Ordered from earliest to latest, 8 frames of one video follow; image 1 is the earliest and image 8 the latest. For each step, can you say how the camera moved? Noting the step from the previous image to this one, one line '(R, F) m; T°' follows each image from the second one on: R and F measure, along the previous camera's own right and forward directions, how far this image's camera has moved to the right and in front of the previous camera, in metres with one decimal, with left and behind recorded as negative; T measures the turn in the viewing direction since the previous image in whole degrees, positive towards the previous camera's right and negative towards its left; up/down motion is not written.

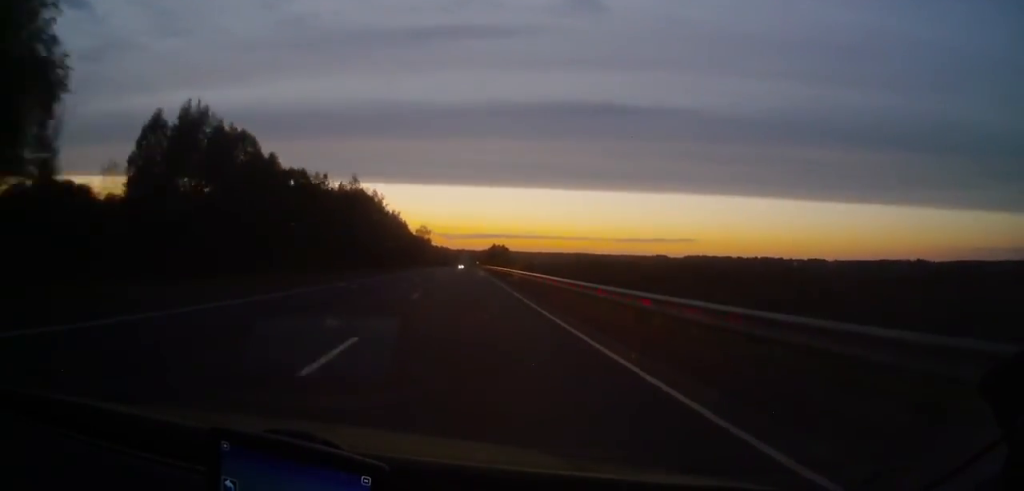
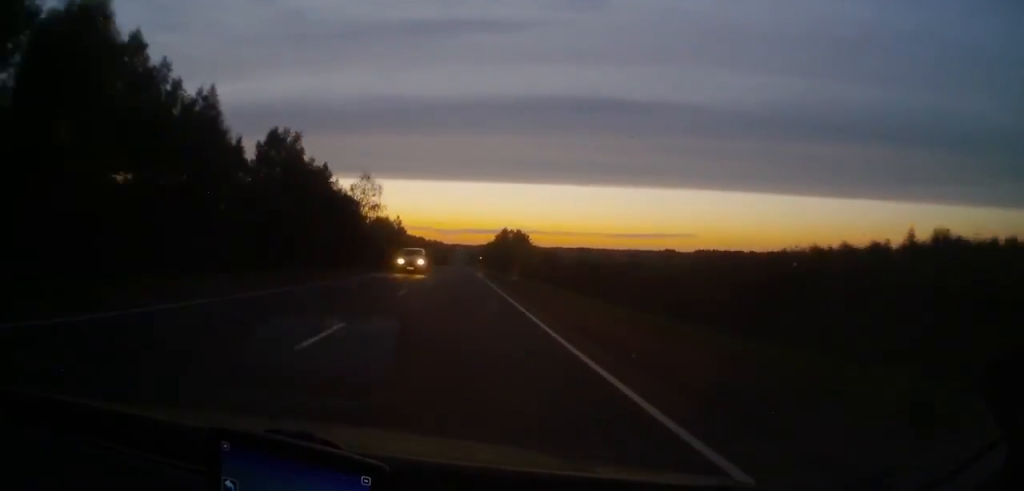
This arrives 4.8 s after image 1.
(+0.6, +140.5) m; 0°
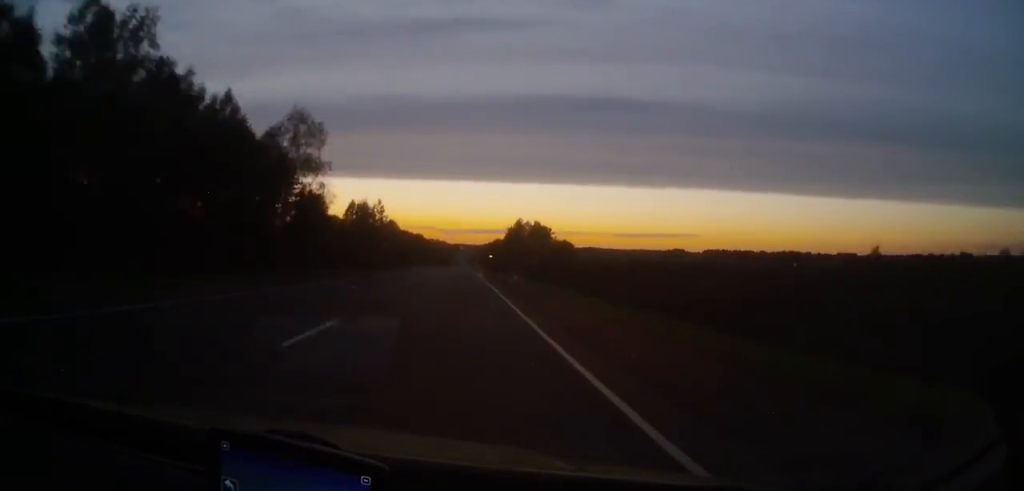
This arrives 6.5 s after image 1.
(-0.1, +49.7) m; 0°
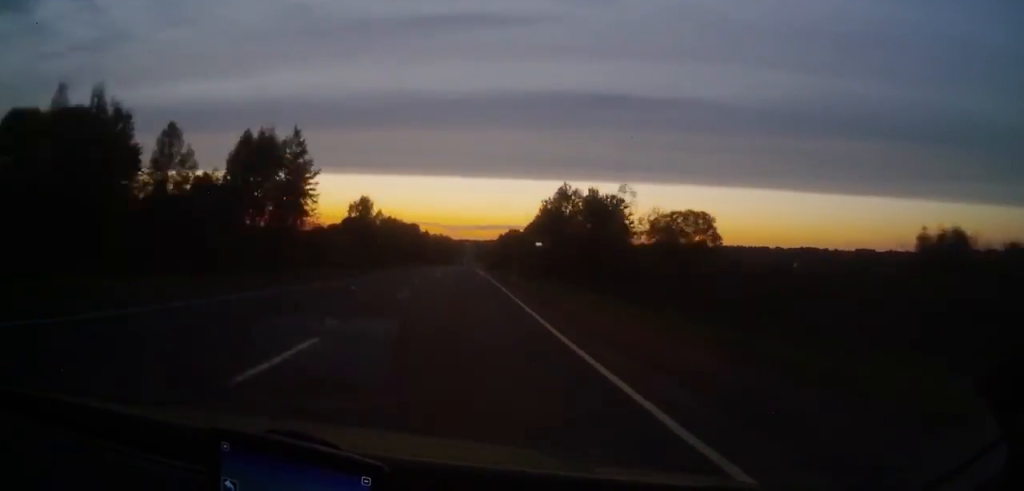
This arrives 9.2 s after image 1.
(-0.1, +76.2) m; 0°
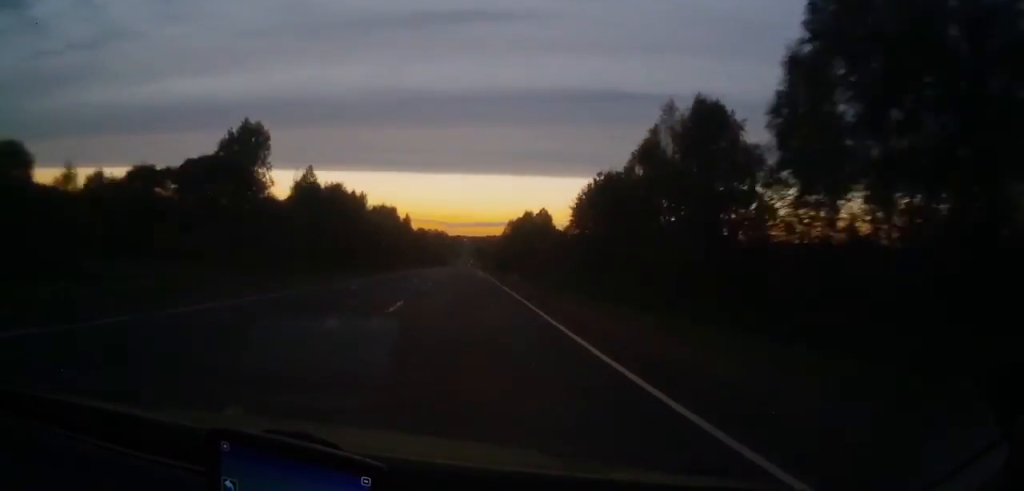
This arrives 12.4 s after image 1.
(-0.3, +90.3) m; 0°
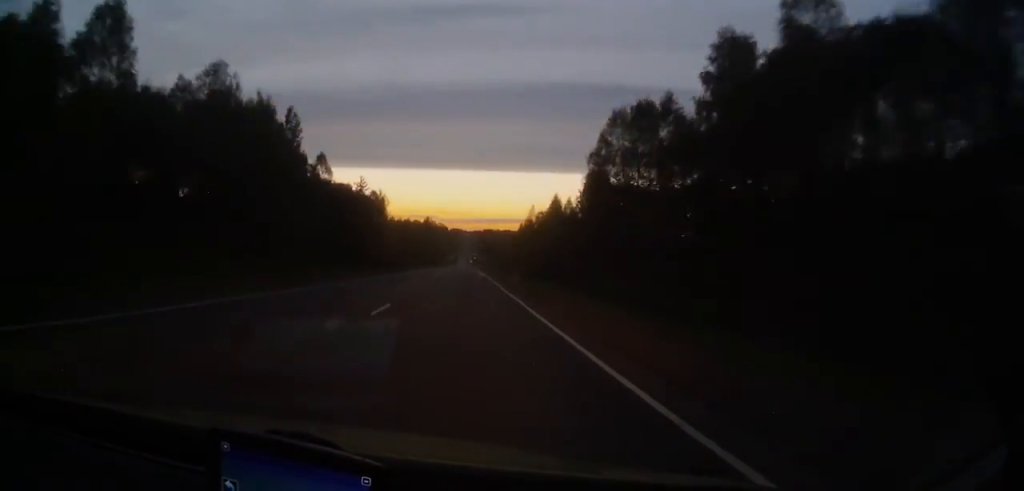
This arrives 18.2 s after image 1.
(+0.8, +158.2) m; 0°
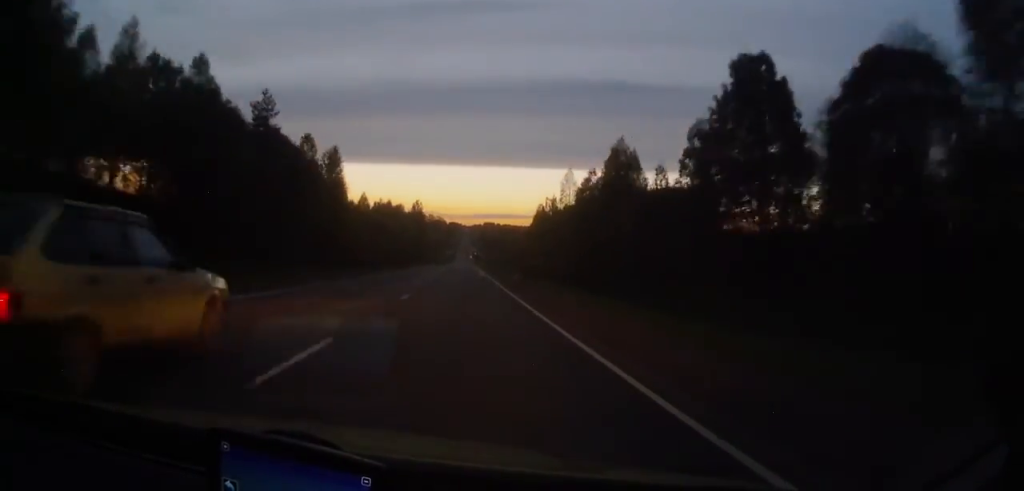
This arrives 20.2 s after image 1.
(-0.1, +54.6) m; 0°
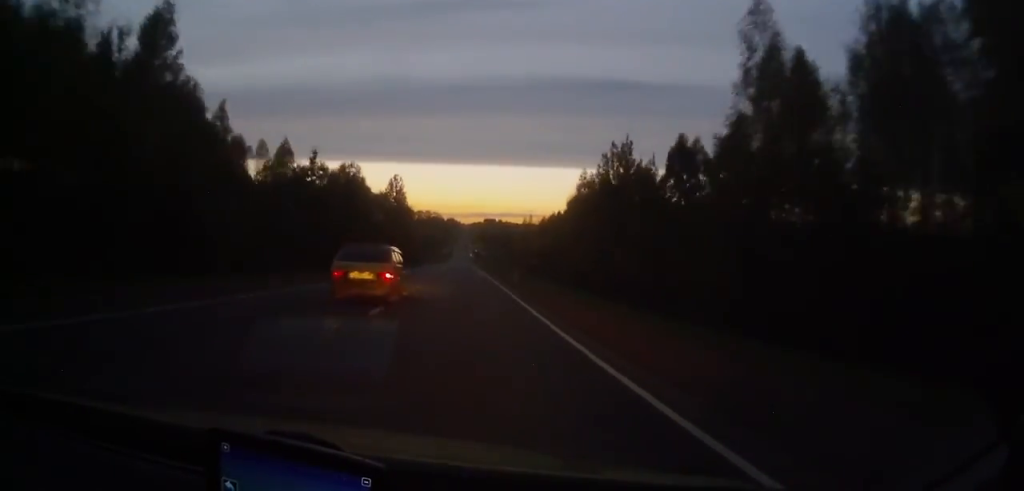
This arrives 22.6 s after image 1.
(+0.1, +64.0) m; 0°
